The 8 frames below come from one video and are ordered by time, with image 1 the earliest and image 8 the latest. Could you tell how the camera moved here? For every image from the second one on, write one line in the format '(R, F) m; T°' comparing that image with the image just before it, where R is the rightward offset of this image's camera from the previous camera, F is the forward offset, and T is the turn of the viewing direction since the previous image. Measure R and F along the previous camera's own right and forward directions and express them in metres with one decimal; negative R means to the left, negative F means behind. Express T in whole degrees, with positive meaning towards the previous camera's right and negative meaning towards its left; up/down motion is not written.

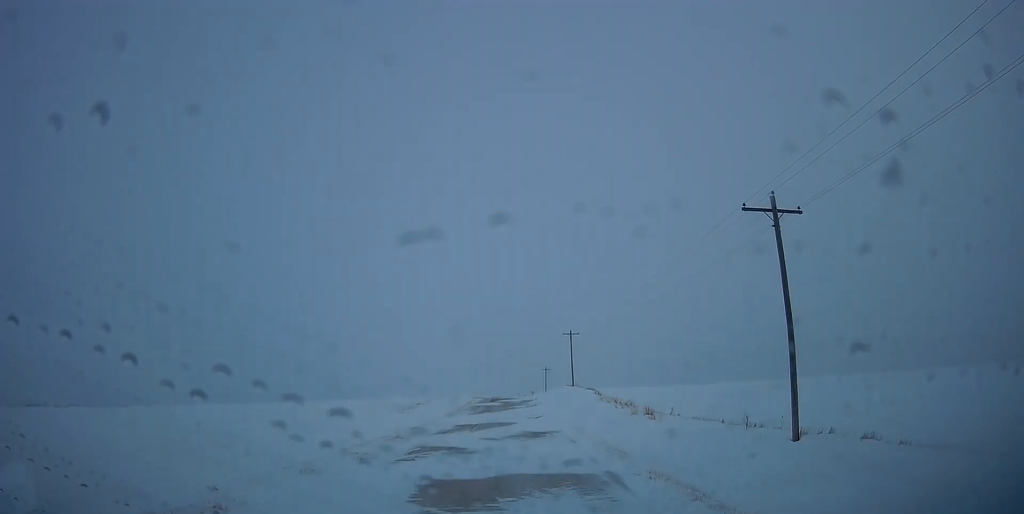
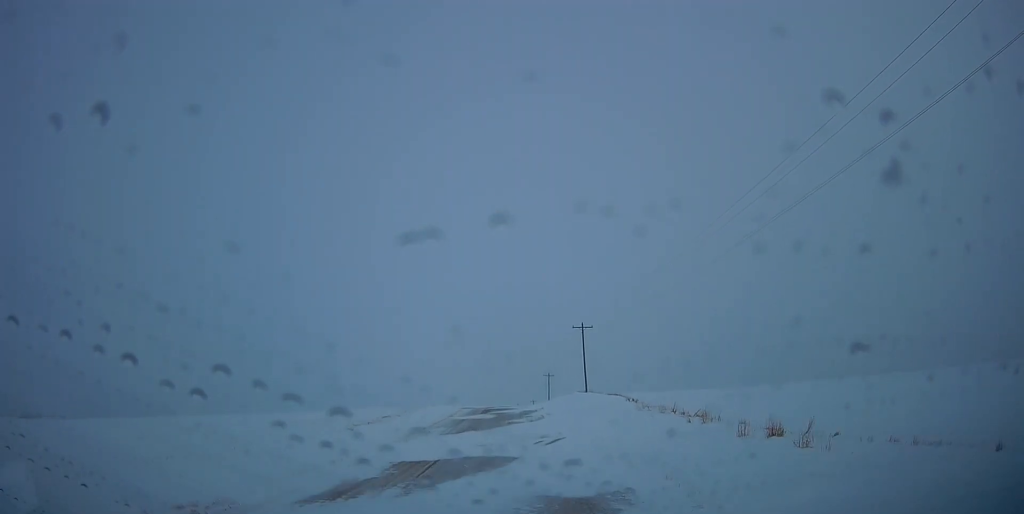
(+0.3, +17.8) m; +4°
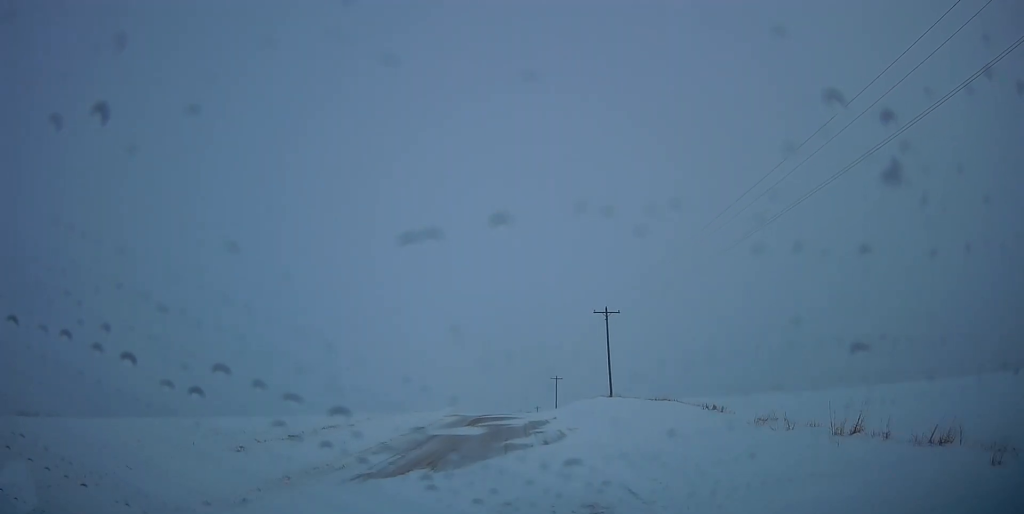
(+0.3, +16.9) m; -2°
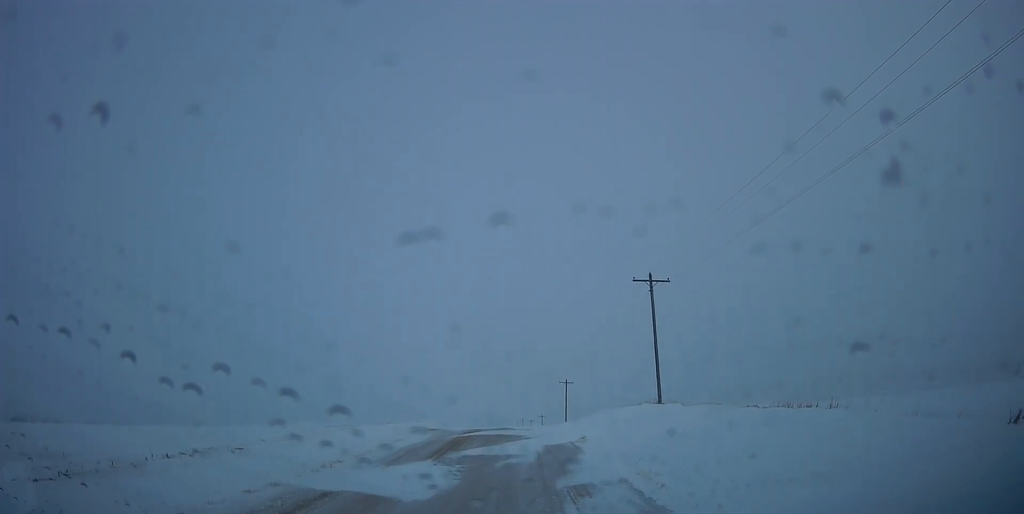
(-0.6, +17.7) m; -2°
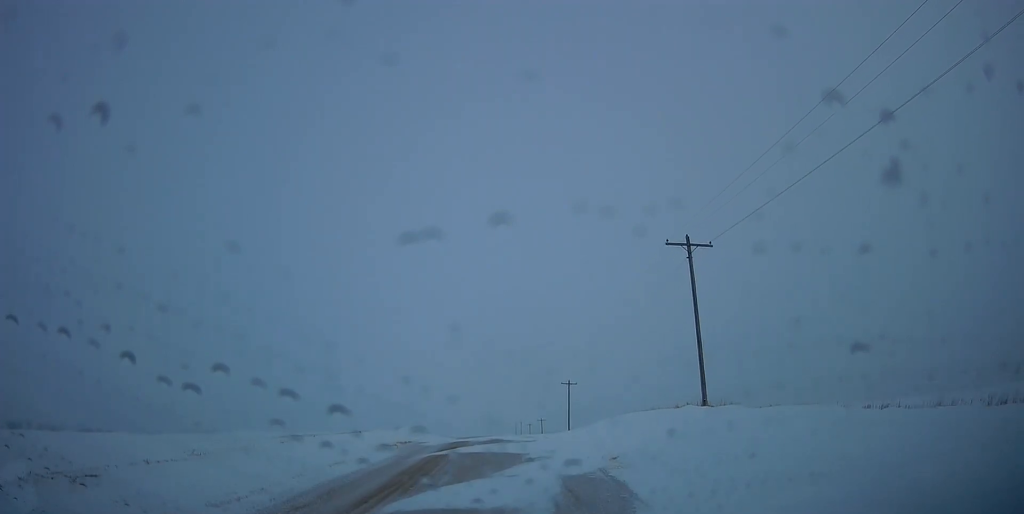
(0.0, +9.5) m; 0°
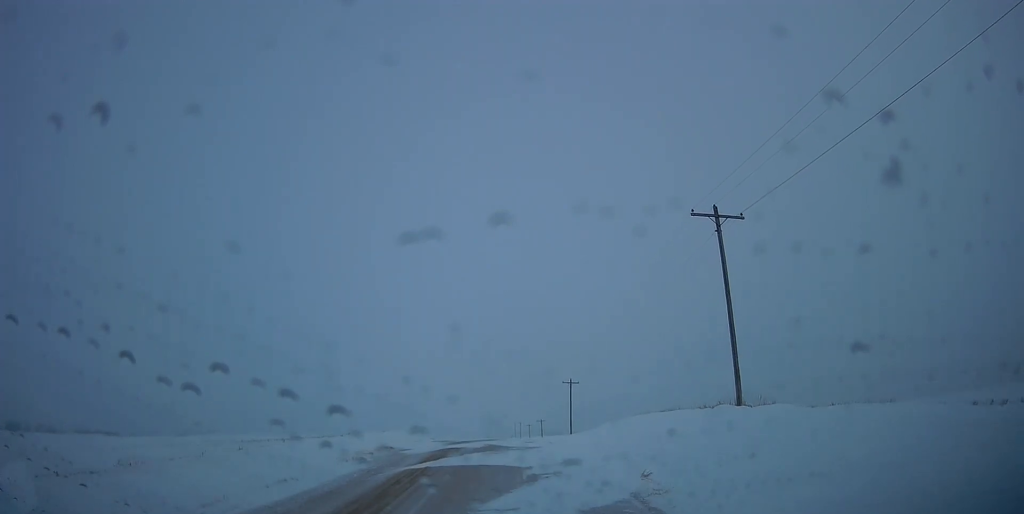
(0.0, +4.7) m; 0°
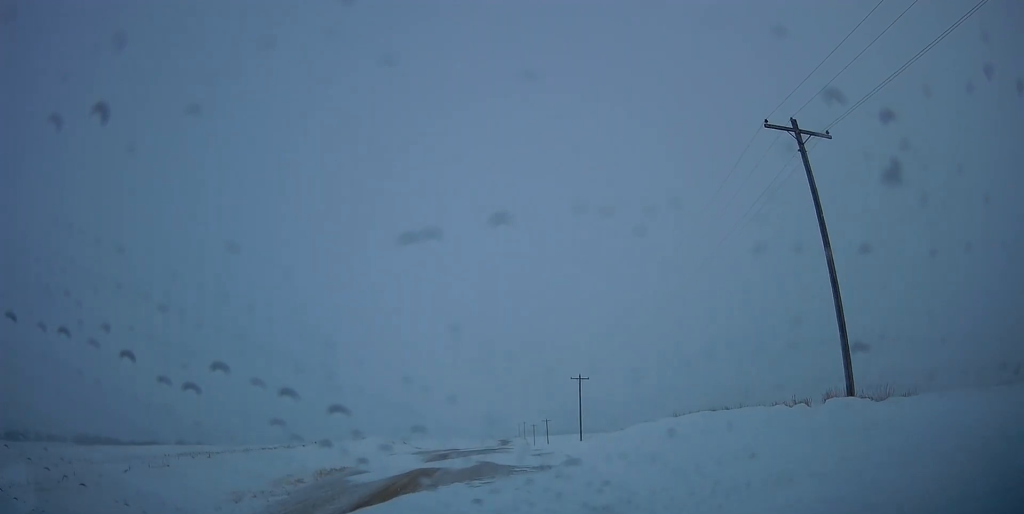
(0.0, +8.4) m; 0°
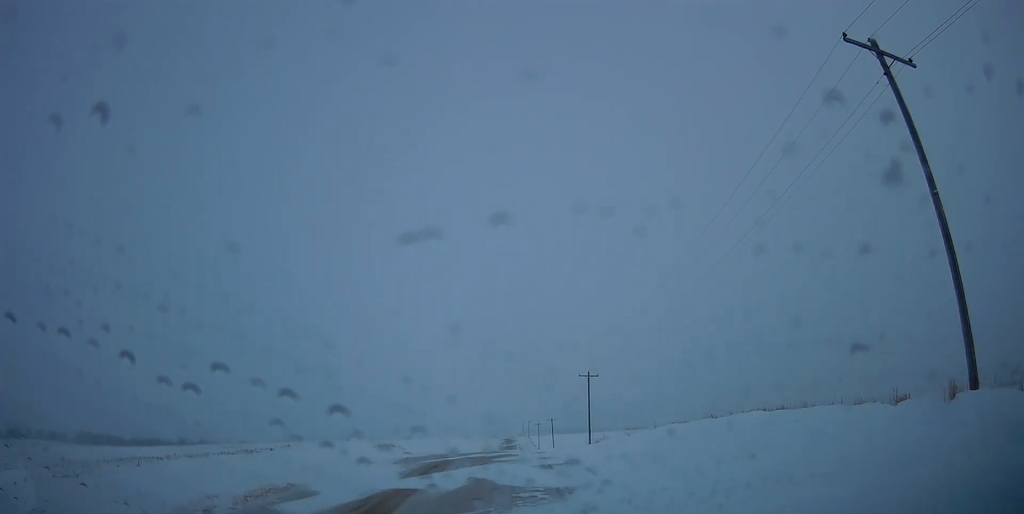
(0.0, +5.2) m; +1°
